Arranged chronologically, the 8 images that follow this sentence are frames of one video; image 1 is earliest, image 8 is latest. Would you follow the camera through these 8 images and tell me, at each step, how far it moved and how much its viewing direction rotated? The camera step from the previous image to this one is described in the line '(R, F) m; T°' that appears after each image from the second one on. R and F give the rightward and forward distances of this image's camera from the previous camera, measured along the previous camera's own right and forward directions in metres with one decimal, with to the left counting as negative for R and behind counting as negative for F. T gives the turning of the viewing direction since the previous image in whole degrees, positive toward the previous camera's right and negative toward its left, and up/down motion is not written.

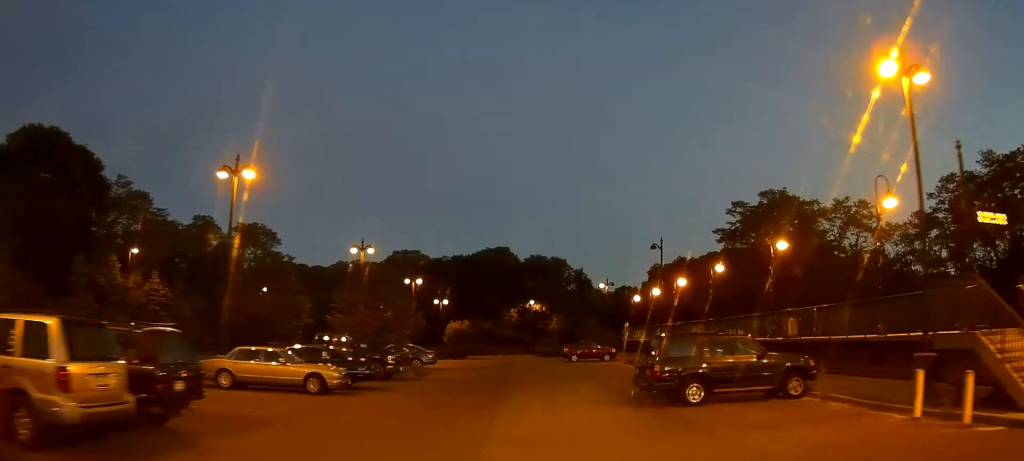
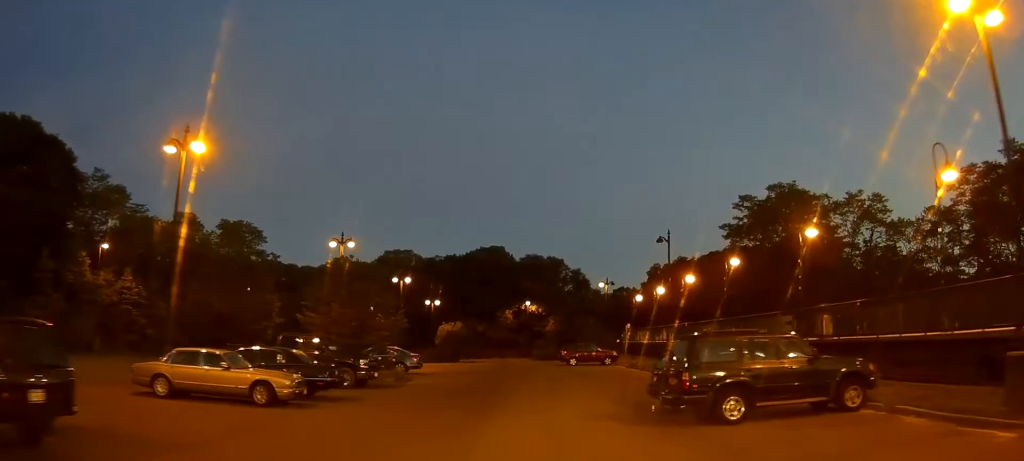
(-0.1, +4.2) m; -2°
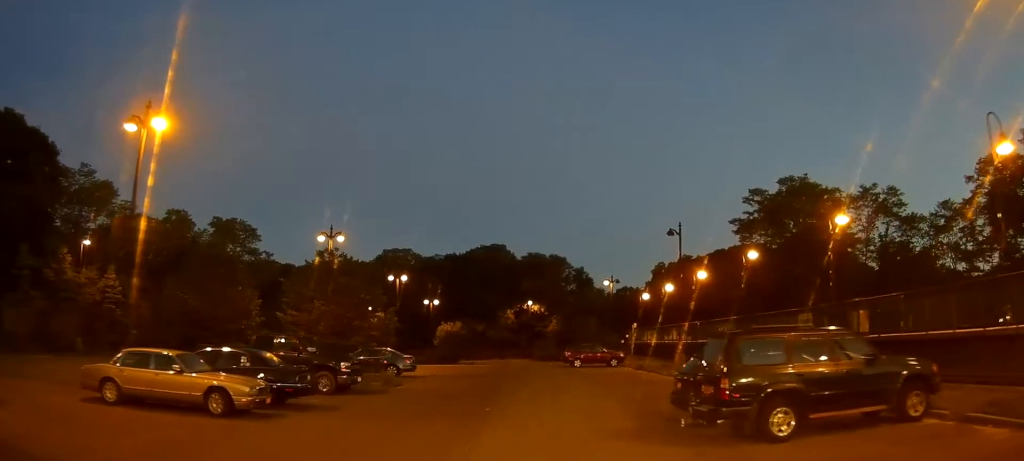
(0.0, +3.1) m; -2°
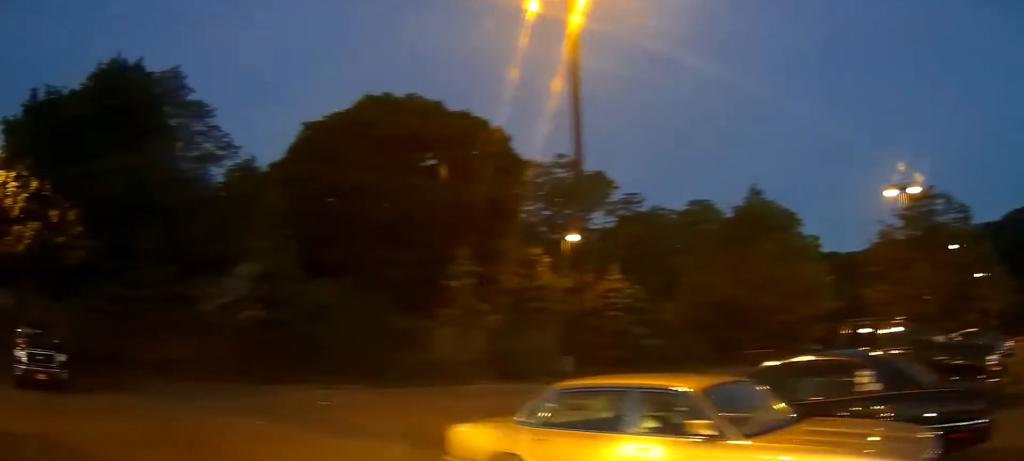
(-2.8, +9.3) m; -60°
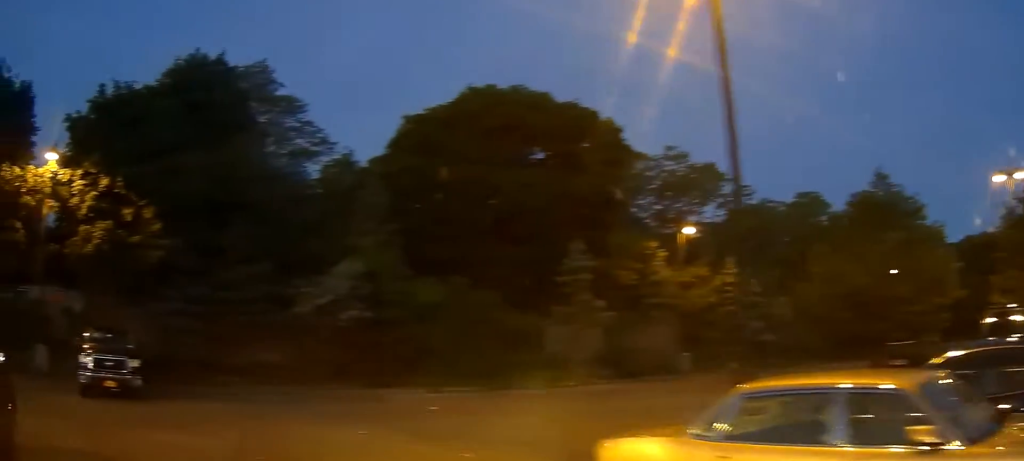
(-0.5, +1.1) m; -14°
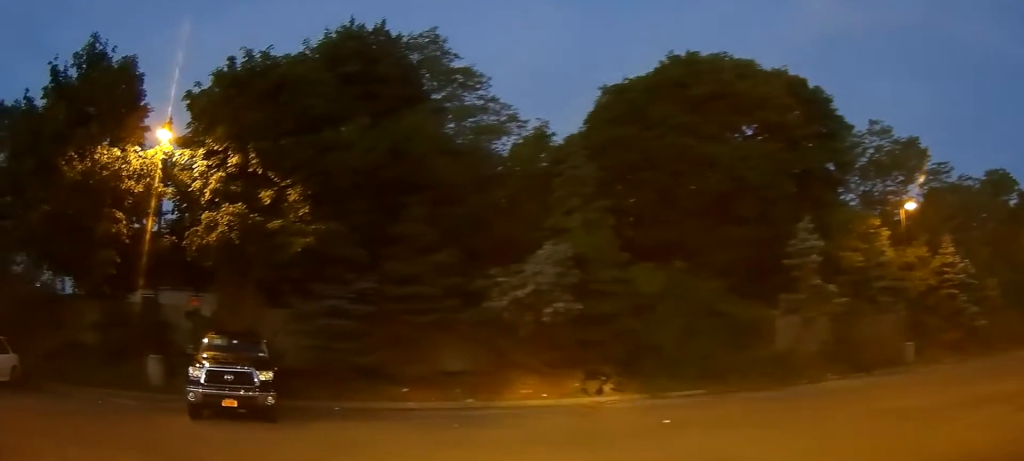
(-0.7, +4.1) m; -10°
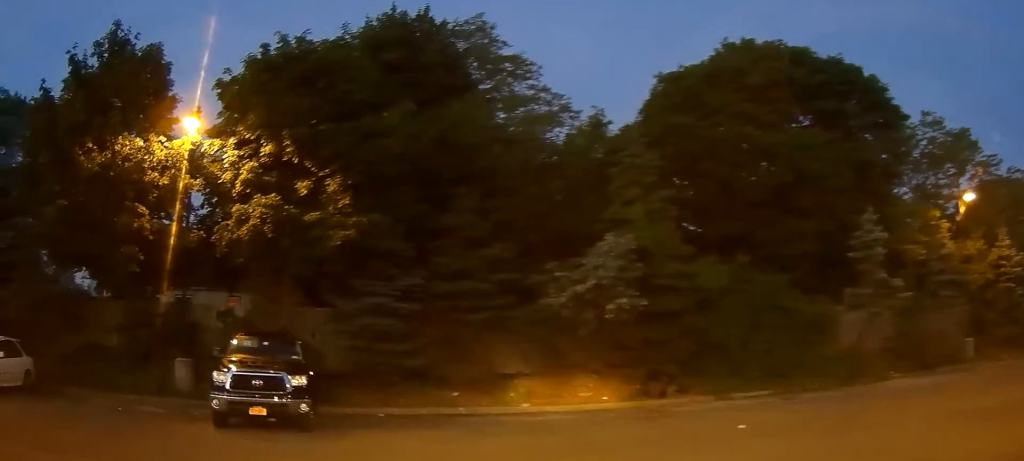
(0.0, +1.5) m; 0°
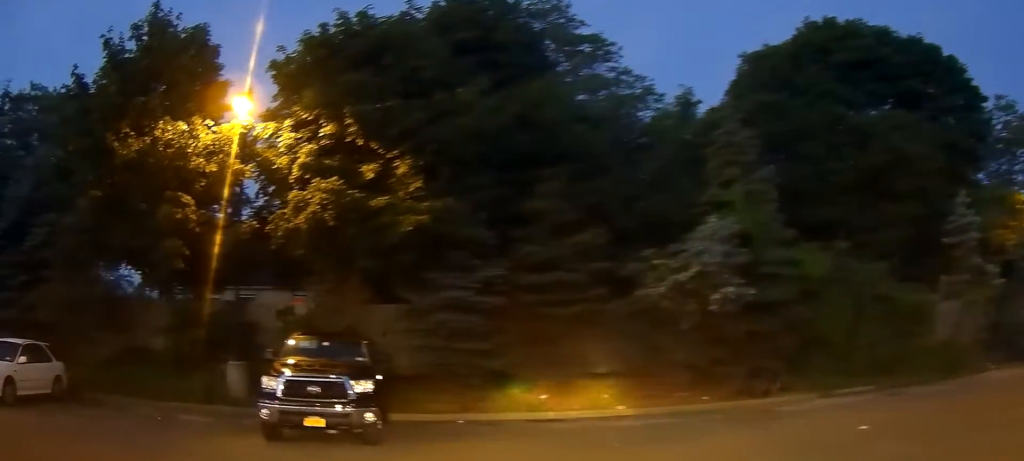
(0.0, +1.9) m; 0°
